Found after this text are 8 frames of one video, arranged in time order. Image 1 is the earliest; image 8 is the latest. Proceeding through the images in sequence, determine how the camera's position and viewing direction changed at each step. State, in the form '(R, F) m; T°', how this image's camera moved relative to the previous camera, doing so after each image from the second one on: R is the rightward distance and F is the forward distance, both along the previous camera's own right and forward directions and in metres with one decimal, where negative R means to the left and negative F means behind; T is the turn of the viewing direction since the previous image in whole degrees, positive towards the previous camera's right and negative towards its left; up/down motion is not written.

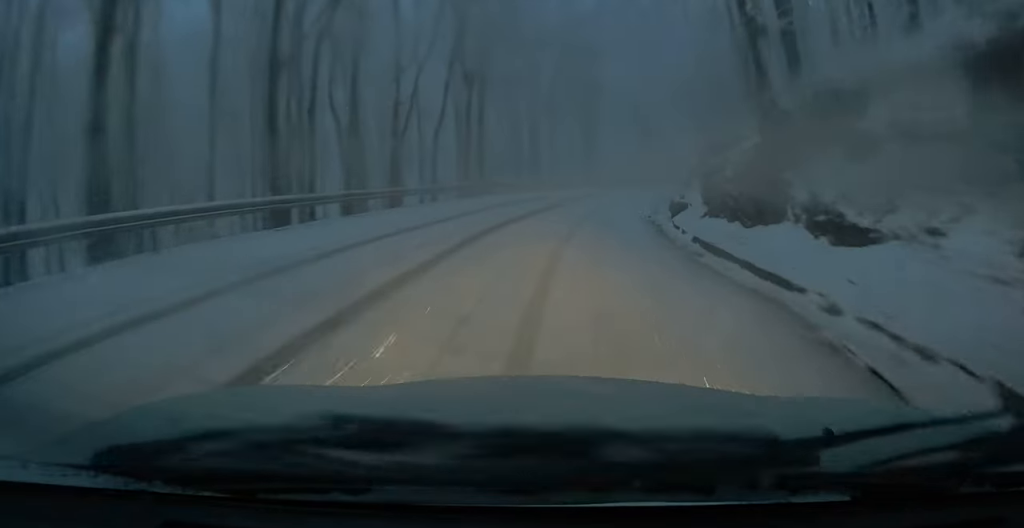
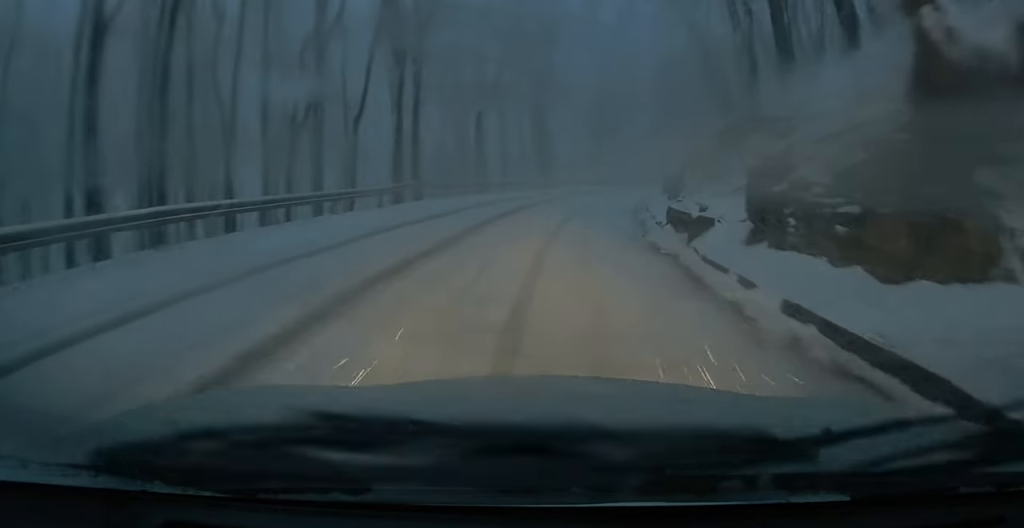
(+0.3, +5.5) m; +6°
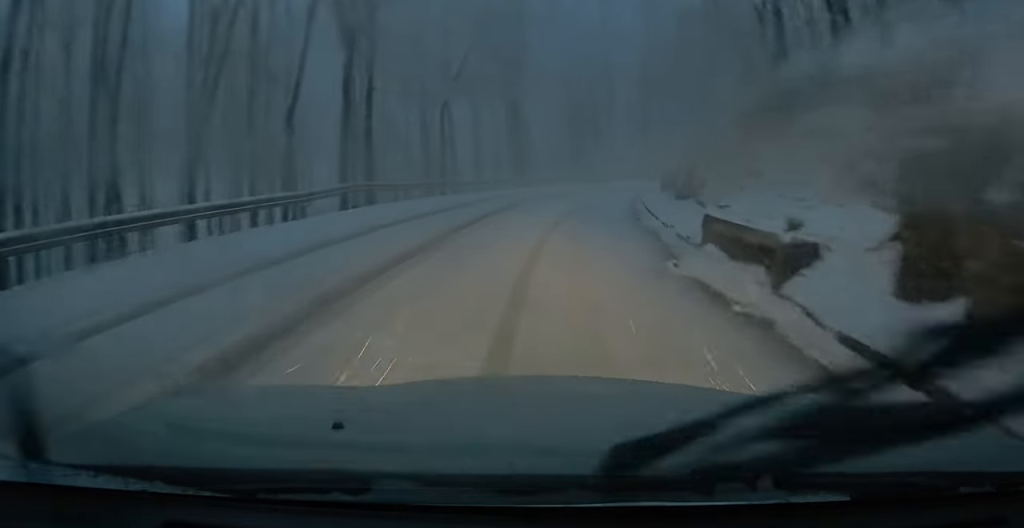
(+0.2, +3.9) m; +5°
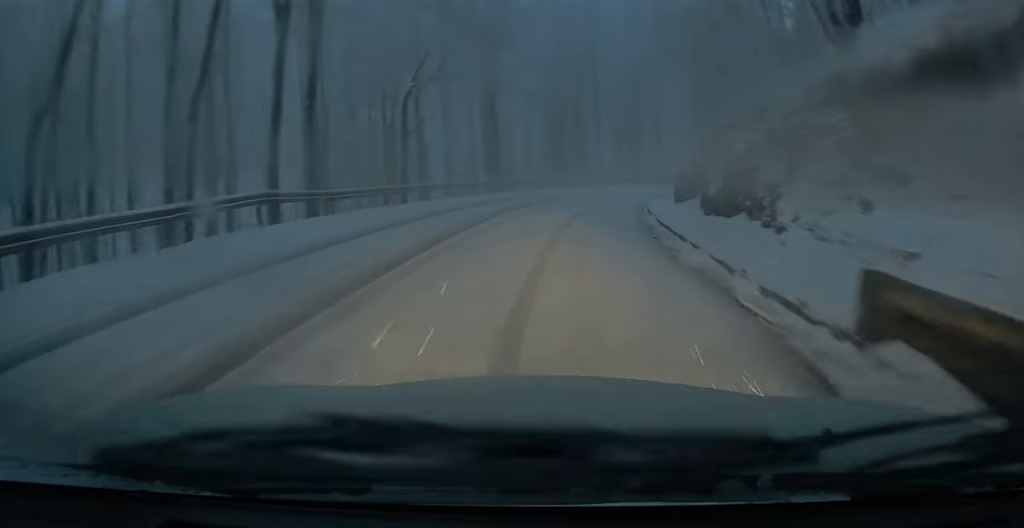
(+0.3, +4.4) m; +5°
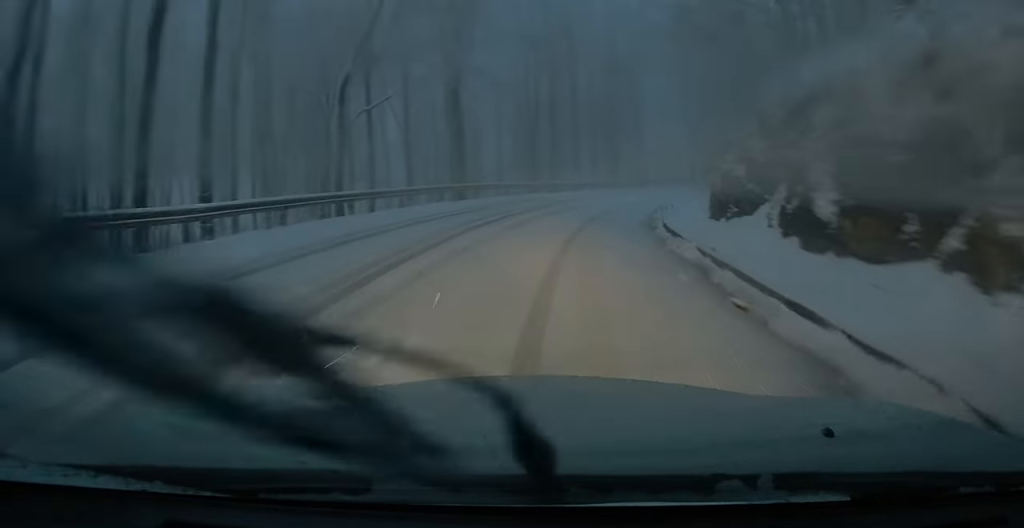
(+0.3, +5.6) m; +3°
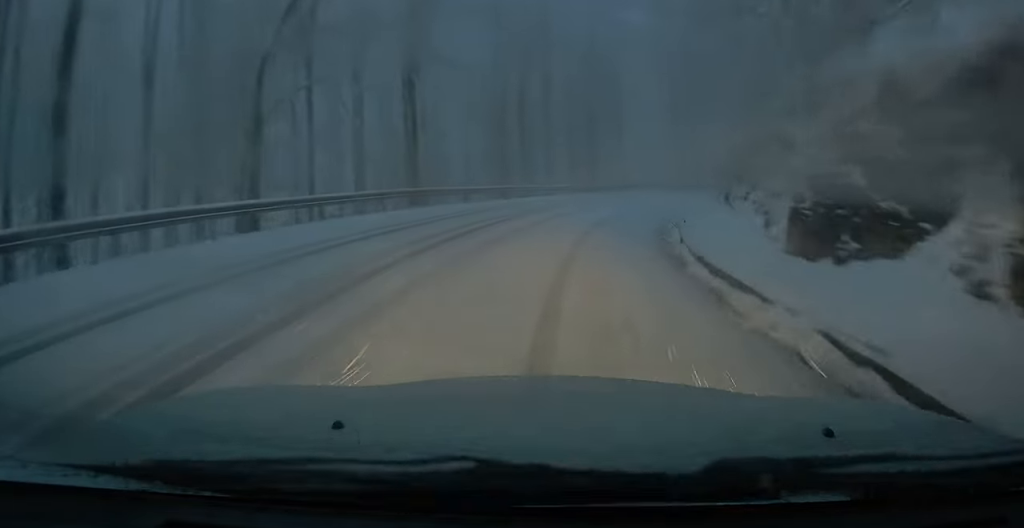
(0.0, +5.3) m; +1°
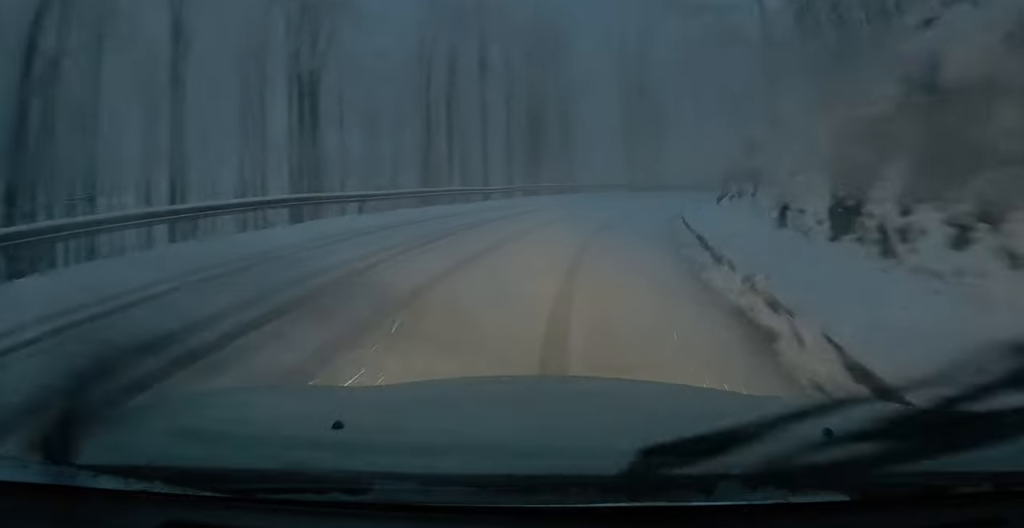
(+0.2, +9.1) m; +3°
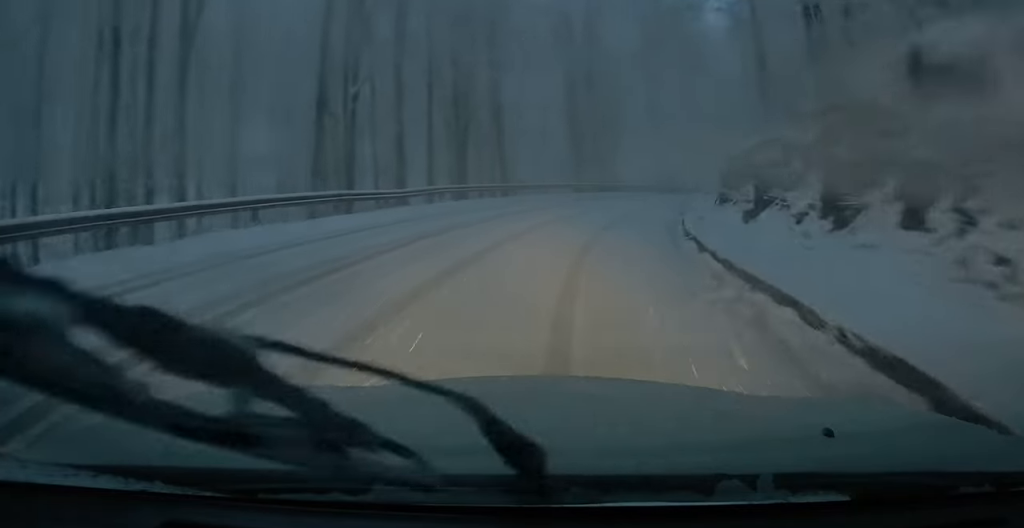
(+0.4, +9.2) m; +4°
